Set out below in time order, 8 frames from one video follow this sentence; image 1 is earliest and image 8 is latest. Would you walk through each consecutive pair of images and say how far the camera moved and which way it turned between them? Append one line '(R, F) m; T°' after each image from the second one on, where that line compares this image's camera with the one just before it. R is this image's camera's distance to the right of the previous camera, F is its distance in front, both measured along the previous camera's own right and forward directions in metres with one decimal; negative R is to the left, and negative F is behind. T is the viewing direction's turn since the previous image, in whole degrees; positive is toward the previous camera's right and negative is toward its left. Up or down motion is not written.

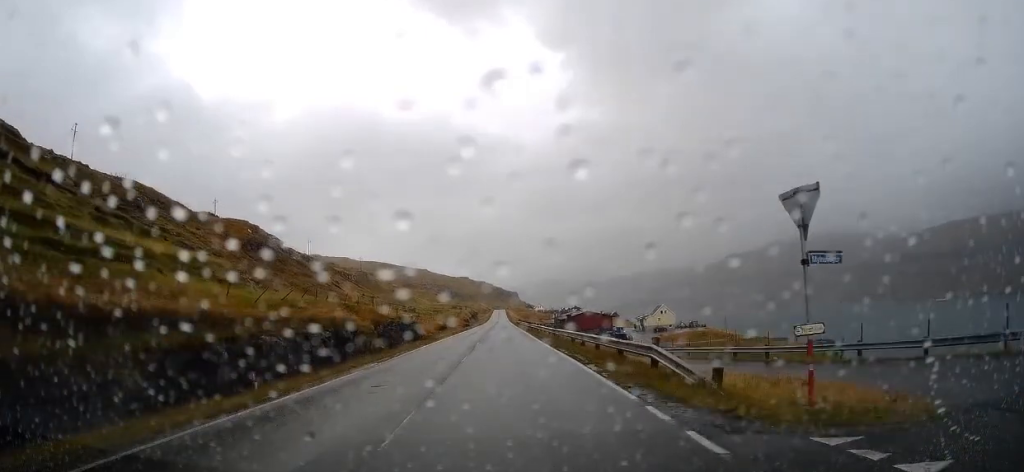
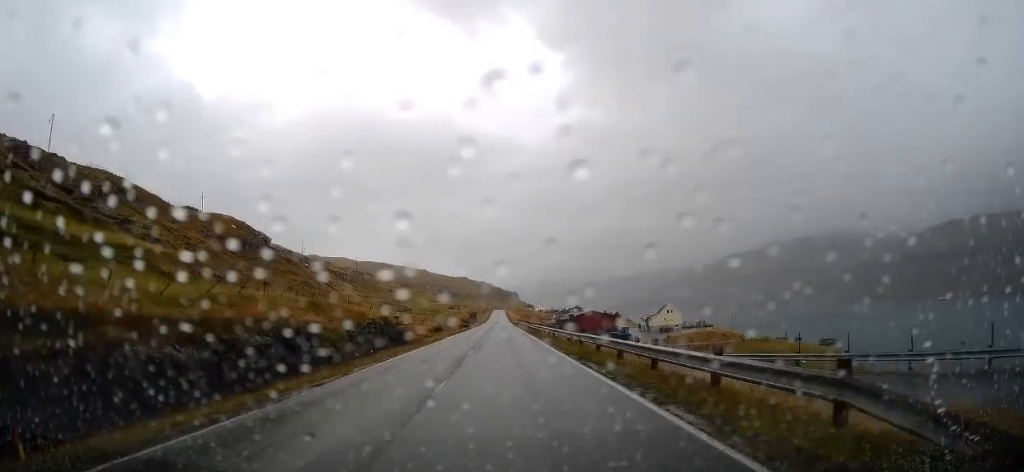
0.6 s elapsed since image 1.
(0.0, +7.8) m; 0°
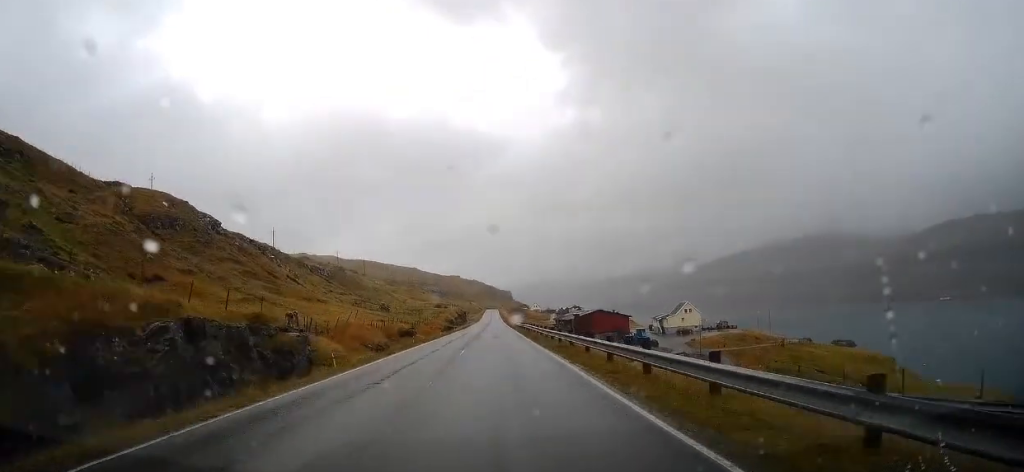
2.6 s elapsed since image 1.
(0.0, +24.4) m; +1°
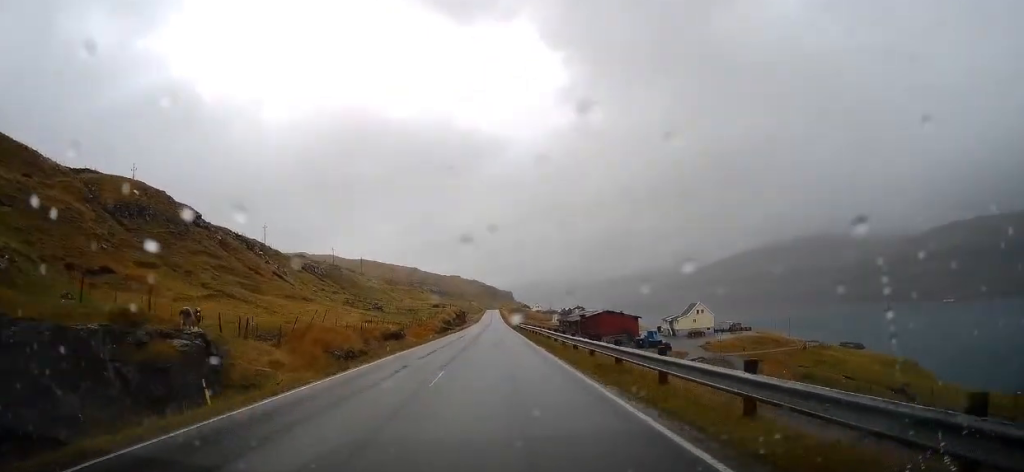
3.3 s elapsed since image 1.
(0.0, +9.2) m; +1°
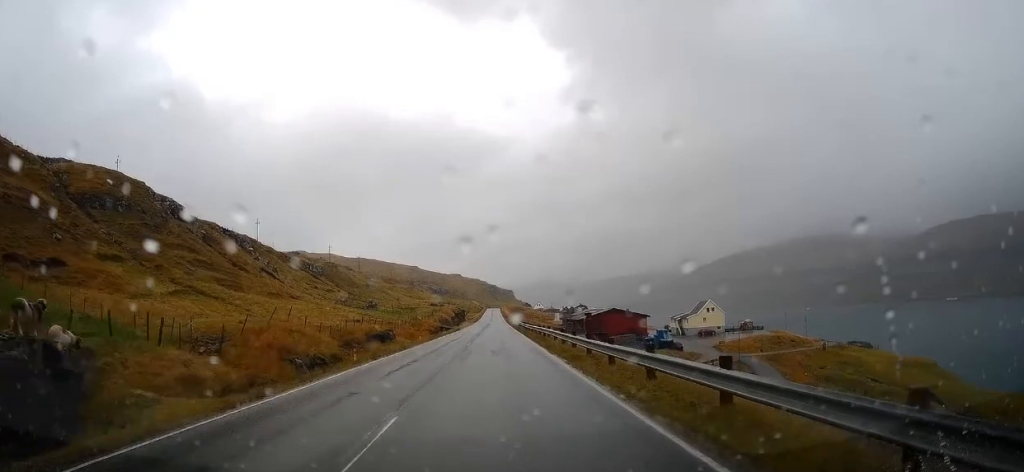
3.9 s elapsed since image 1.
(+0.1, +7.2) m; 0°
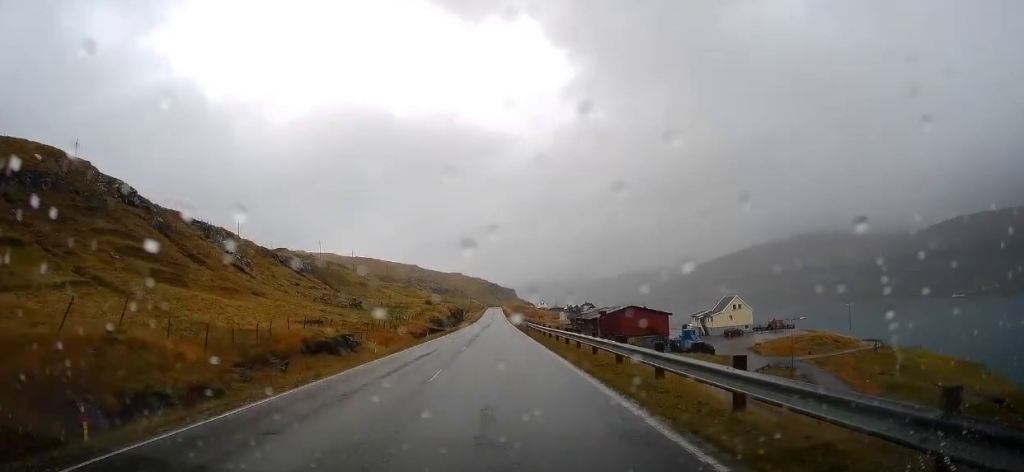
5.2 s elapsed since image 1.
(-0.2, +16.3) m; 0°
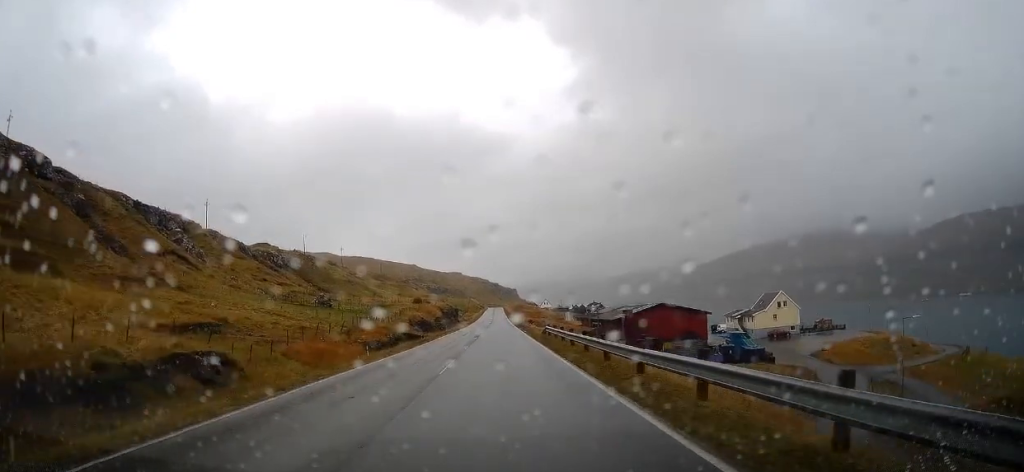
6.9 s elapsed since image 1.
(+0.5, +22.4) m; +1°
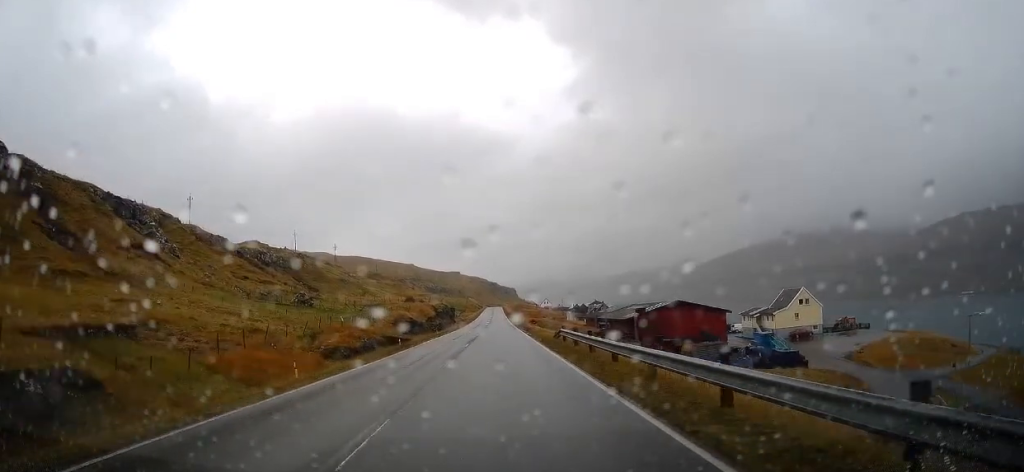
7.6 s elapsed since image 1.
(0.0, +9.3) m; -1°
